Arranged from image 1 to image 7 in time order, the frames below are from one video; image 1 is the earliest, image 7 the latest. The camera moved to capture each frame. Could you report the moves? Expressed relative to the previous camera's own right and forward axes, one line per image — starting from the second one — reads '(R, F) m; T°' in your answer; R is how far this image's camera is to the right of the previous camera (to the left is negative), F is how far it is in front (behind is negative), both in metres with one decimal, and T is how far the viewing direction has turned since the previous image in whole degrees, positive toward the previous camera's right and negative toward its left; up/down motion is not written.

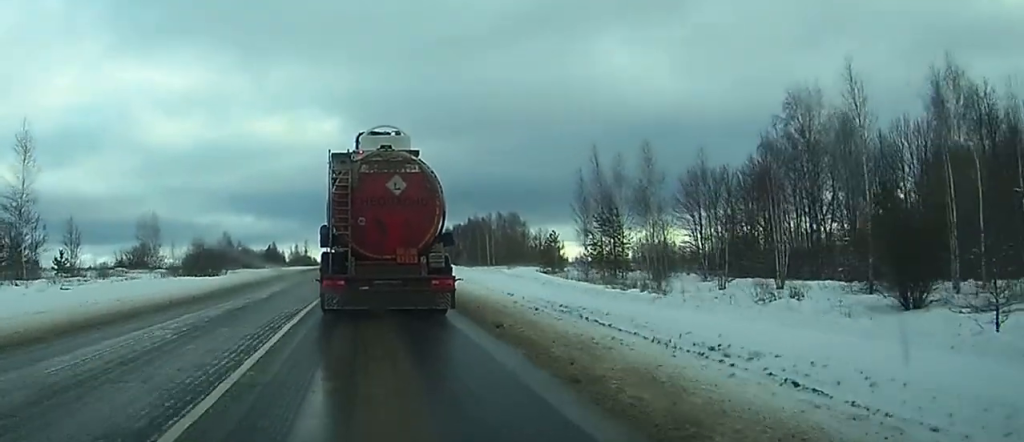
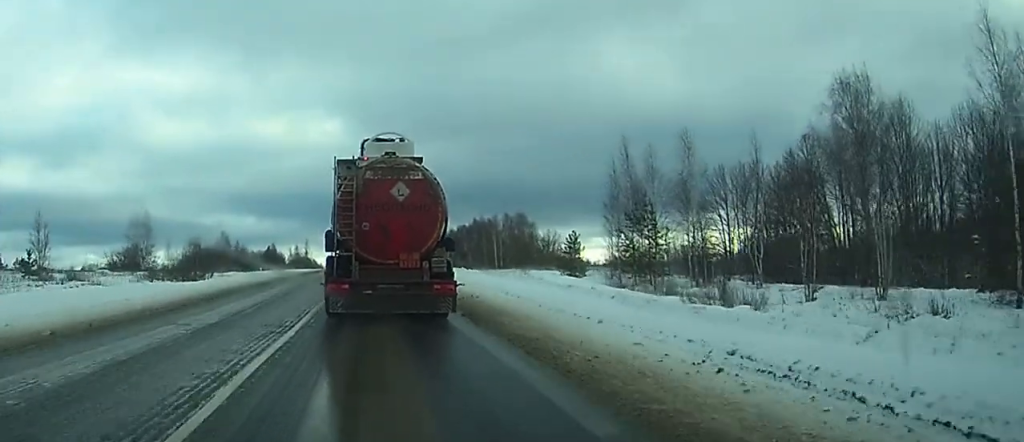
(-0.1, +9.3) m; 0°
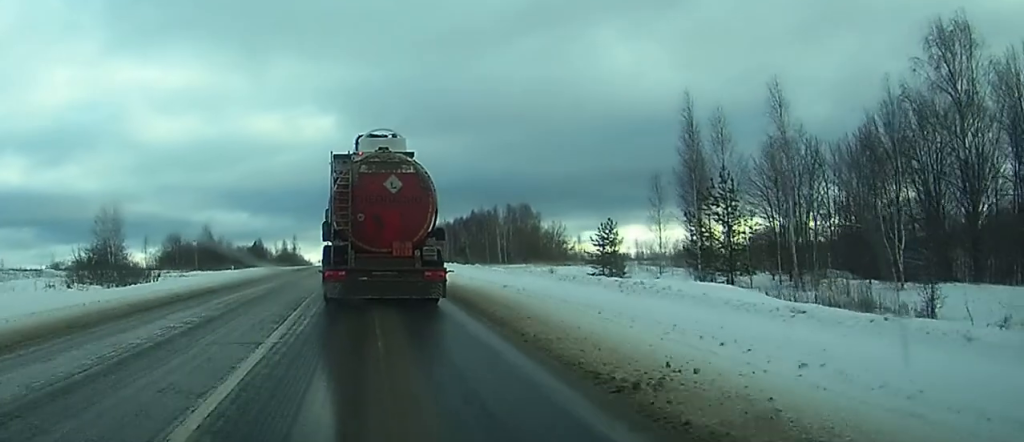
(+0.1, +17.6) m; +1°
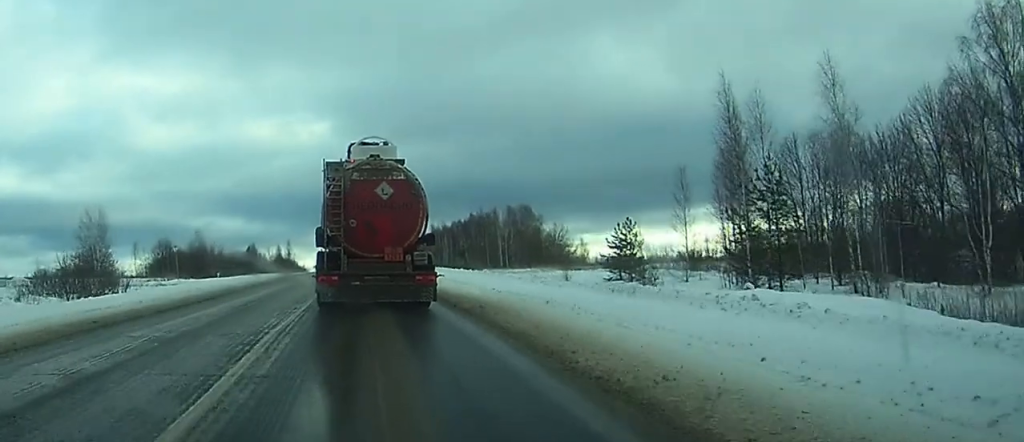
(0.0, +7.2) m; 0°
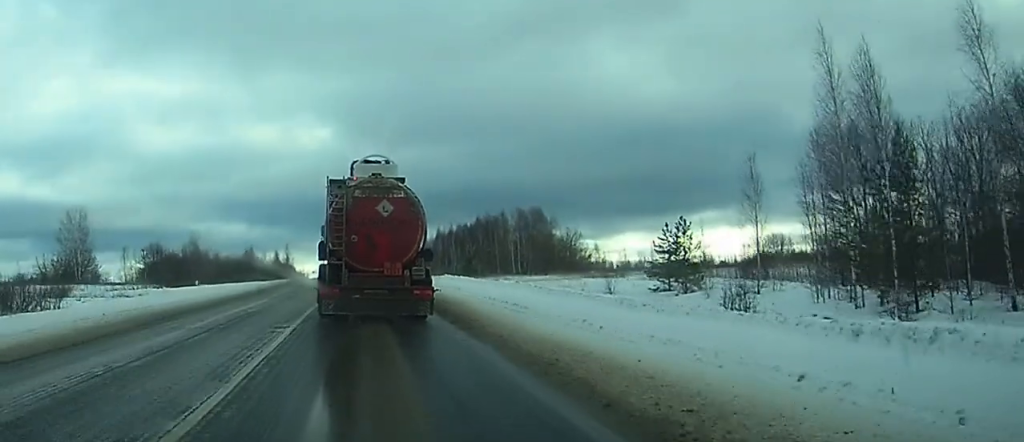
(0.0, +12.6) m; 0°
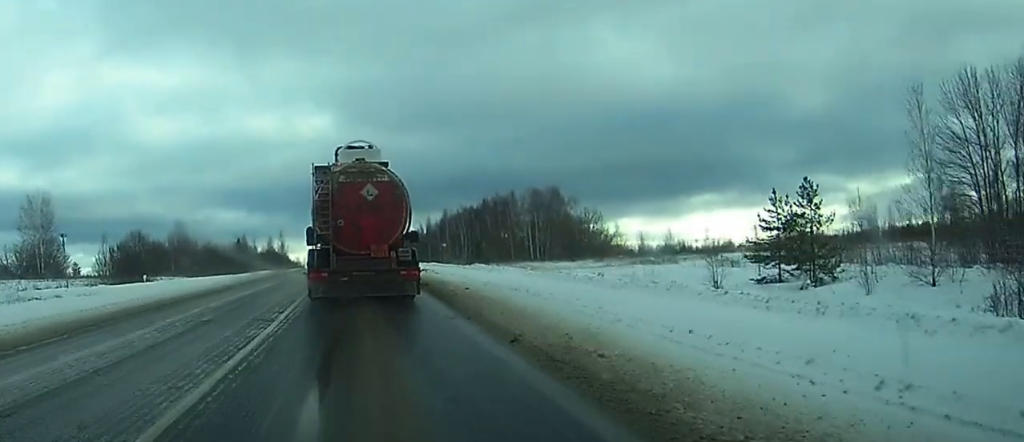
(-0.1, +18.5) m; -1°
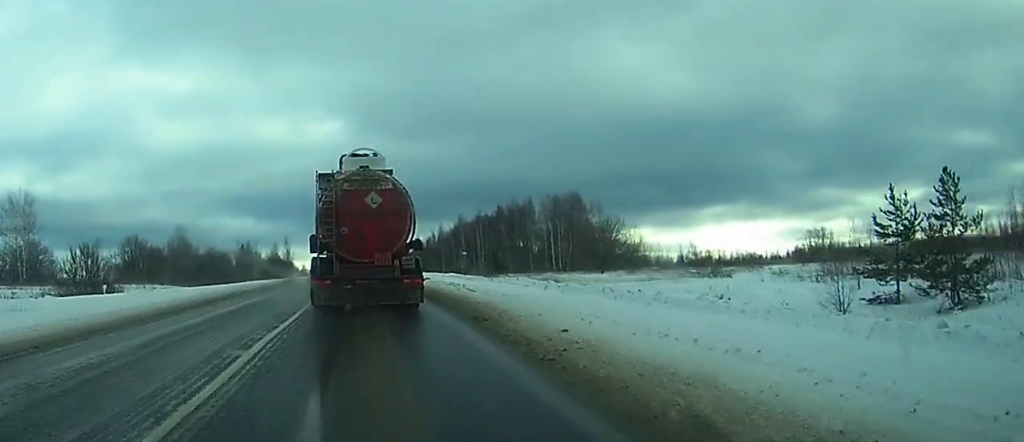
(0.0, +10.8) m; 0°
